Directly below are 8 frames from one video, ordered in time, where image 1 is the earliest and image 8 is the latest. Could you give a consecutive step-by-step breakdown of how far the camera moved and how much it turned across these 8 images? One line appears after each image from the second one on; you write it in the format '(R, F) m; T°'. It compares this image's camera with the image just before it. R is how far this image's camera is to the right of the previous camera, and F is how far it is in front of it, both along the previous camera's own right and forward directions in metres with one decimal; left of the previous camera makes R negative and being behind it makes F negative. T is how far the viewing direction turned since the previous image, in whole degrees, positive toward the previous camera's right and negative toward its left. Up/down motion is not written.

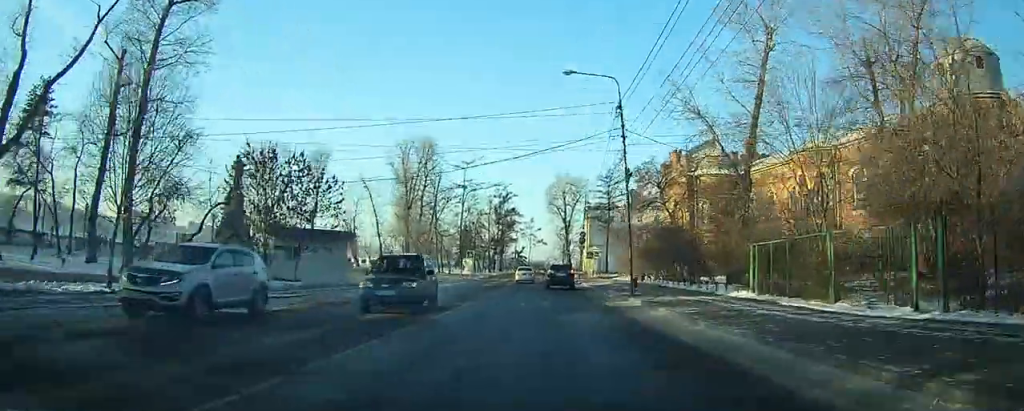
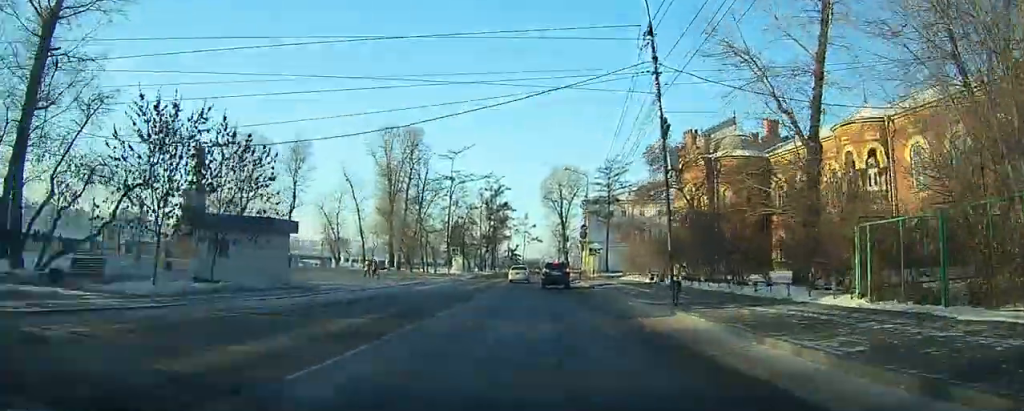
(-0.1, +7.6) m; +5°
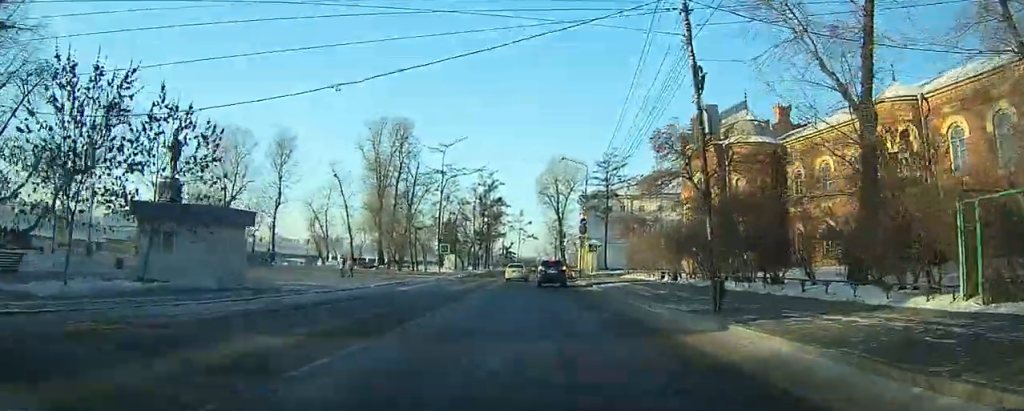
(+0.3, +4.1) m; +2°
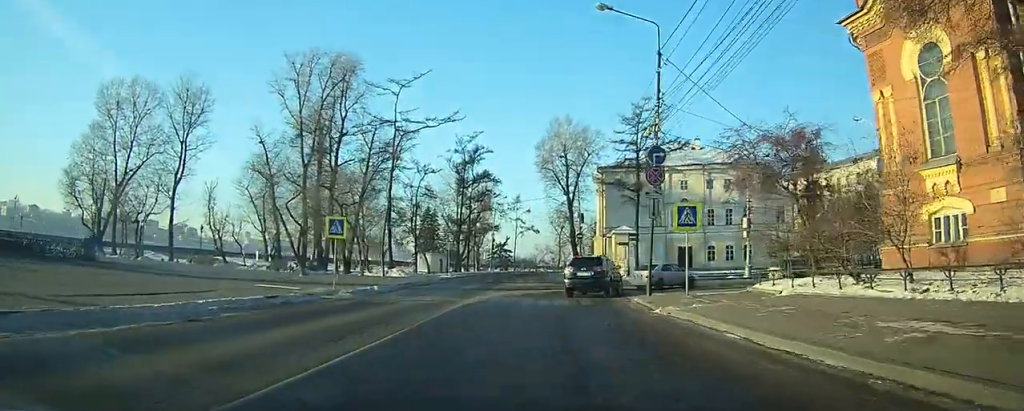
(-3.0, +27.0) m; +4°
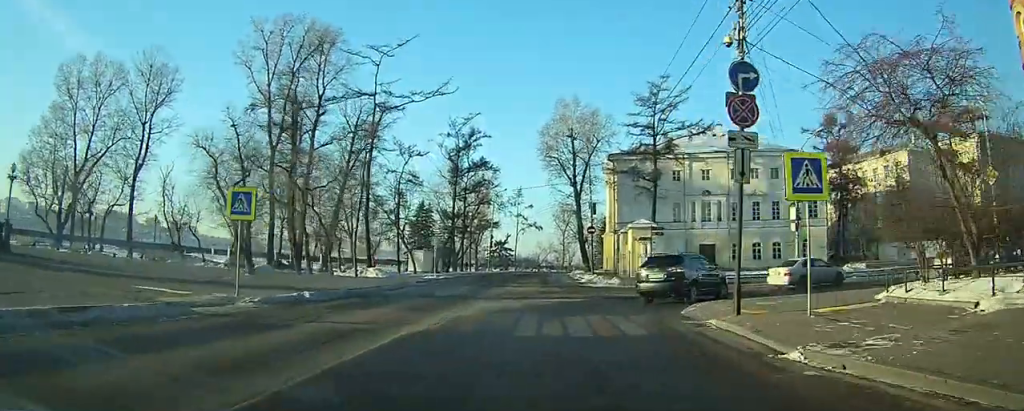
(+3.4, +11.0) m; +10°
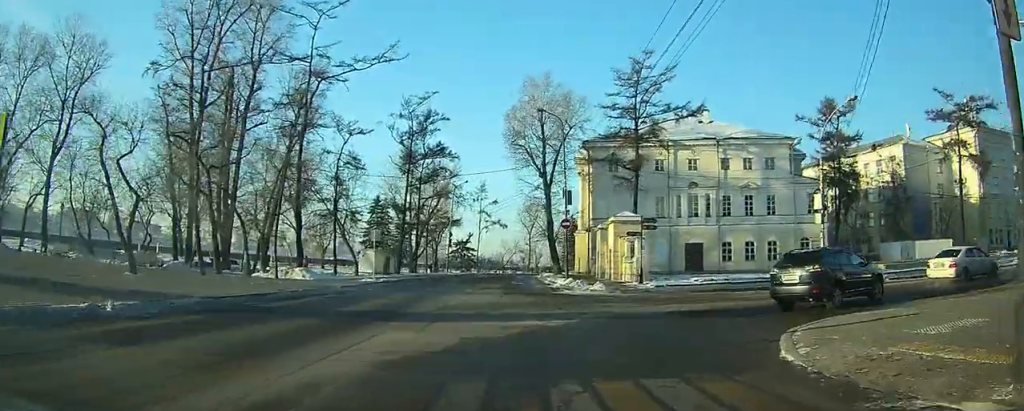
(-1.5, +10.9) m; -13°
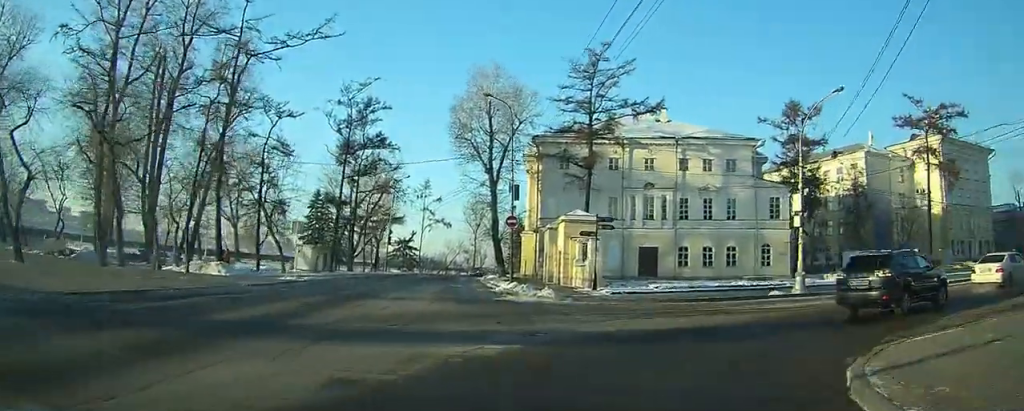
(-0.4, +5.2) m; -4°
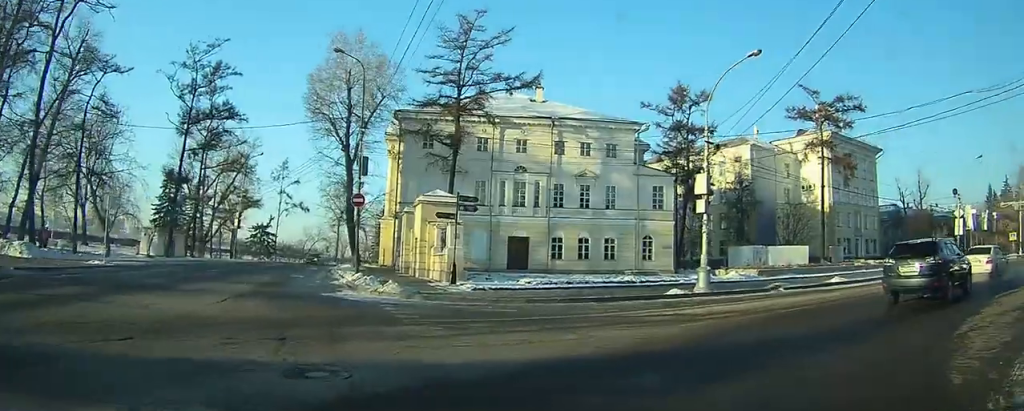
(-0.2, +7.0) m; +19°
